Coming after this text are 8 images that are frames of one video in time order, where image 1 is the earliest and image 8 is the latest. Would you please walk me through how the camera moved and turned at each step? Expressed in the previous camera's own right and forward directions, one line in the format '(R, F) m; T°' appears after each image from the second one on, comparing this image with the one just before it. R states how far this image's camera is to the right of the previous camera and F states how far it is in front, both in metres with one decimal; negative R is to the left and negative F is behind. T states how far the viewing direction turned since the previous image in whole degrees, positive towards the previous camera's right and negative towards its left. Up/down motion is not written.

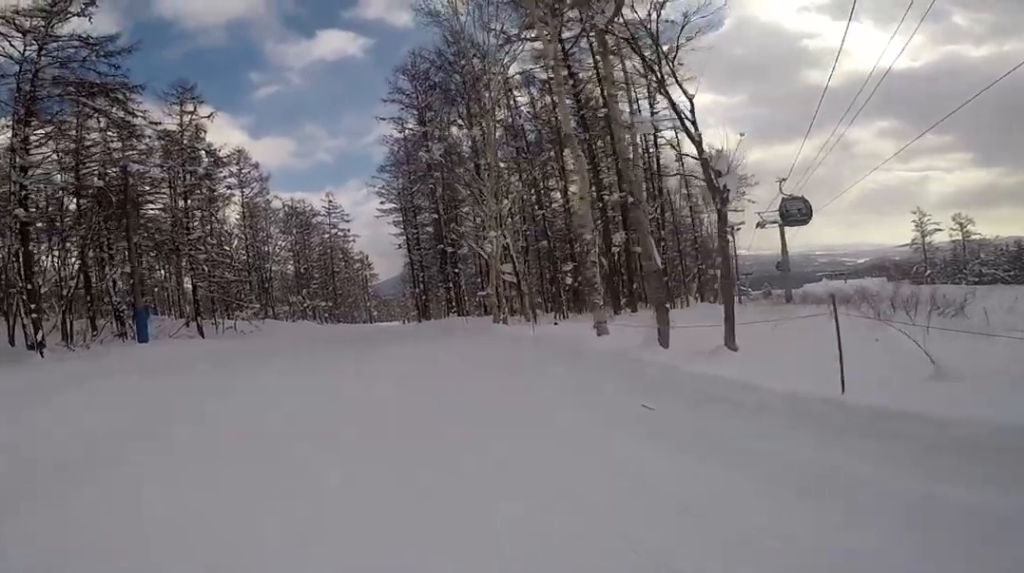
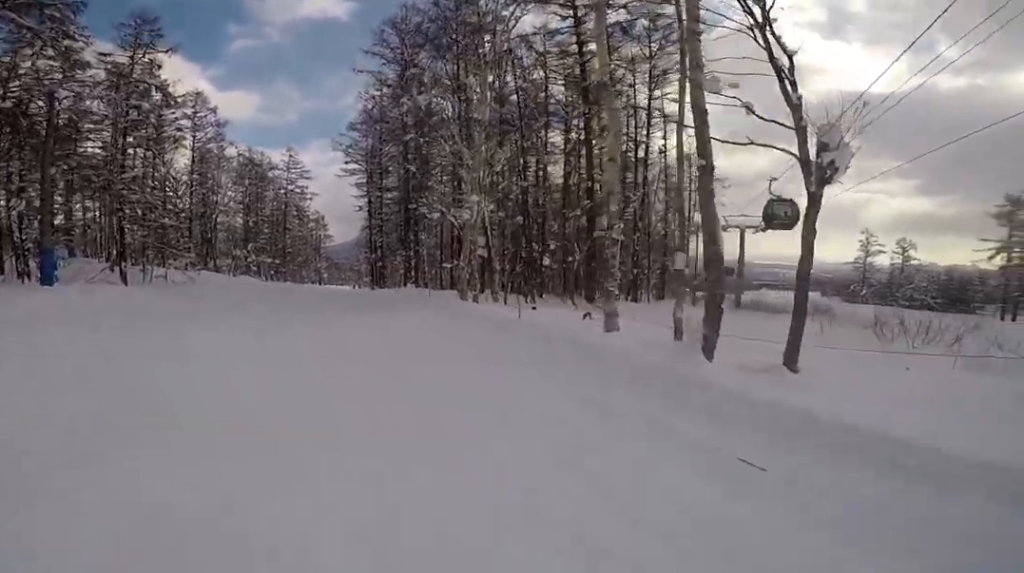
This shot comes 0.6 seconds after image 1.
(0.0, +2.7) m; 0°
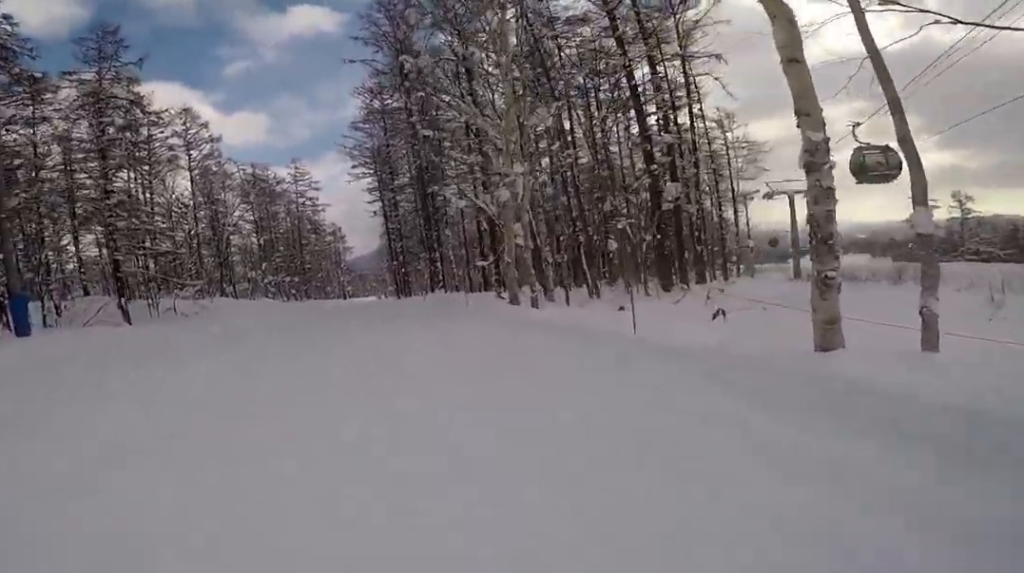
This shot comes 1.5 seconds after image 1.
(0.0, +4.1) m; 0°
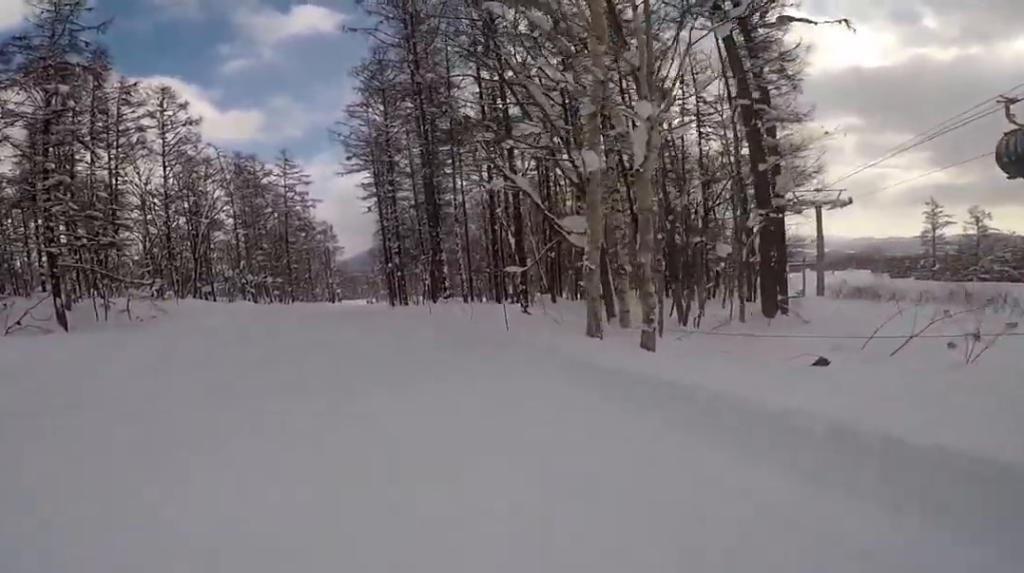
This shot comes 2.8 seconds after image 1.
(0.0, +6.1) m; 0°
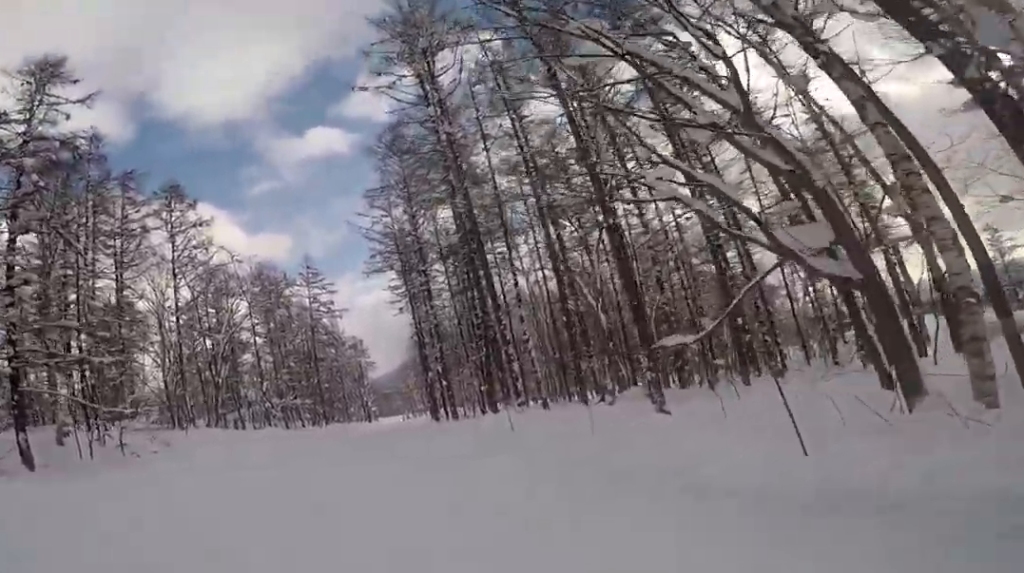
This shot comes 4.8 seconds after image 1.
(0.0, +7.9) m; 0°
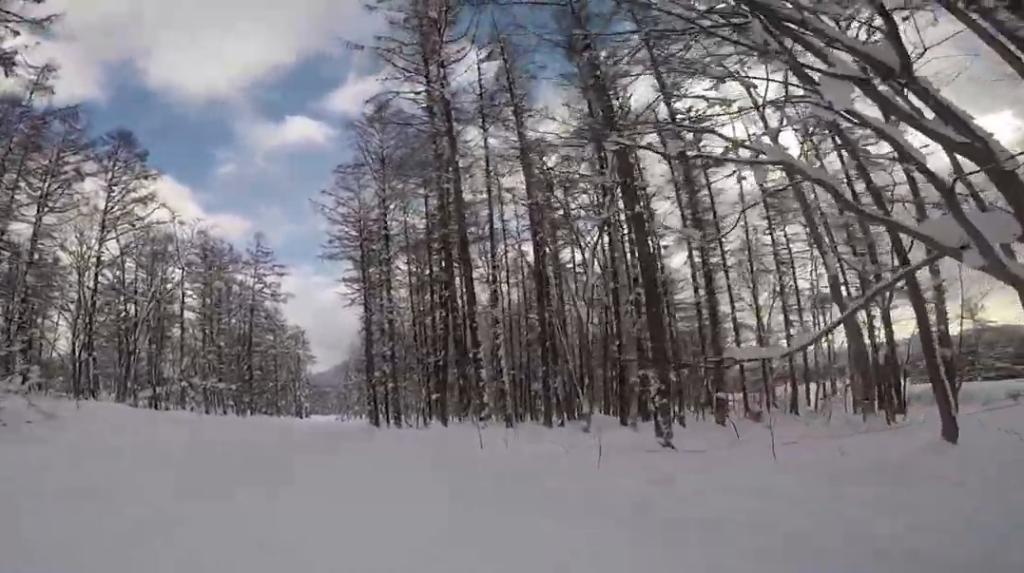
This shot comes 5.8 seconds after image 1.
(0.0, +4.2) m; 0°
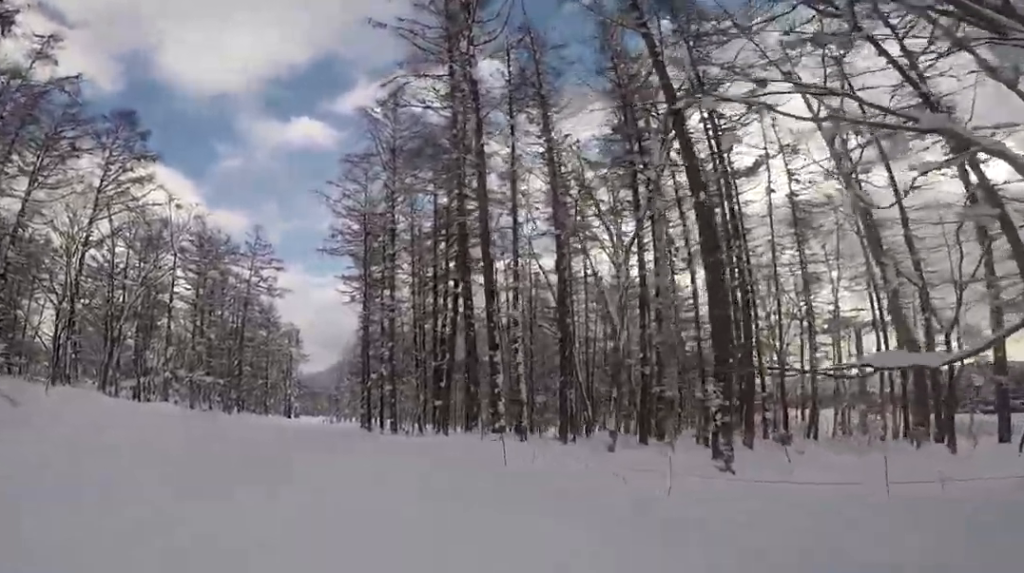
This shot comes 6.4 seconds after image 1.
(0.0, +2.6) m; 0°
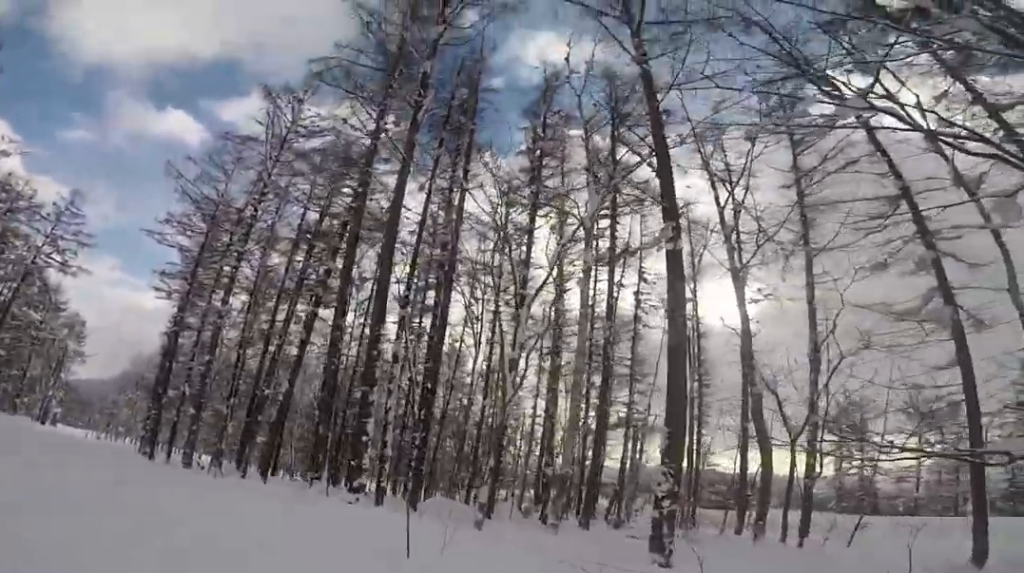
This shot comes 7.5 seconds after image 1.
(0.0, +4.8) m; 0°
